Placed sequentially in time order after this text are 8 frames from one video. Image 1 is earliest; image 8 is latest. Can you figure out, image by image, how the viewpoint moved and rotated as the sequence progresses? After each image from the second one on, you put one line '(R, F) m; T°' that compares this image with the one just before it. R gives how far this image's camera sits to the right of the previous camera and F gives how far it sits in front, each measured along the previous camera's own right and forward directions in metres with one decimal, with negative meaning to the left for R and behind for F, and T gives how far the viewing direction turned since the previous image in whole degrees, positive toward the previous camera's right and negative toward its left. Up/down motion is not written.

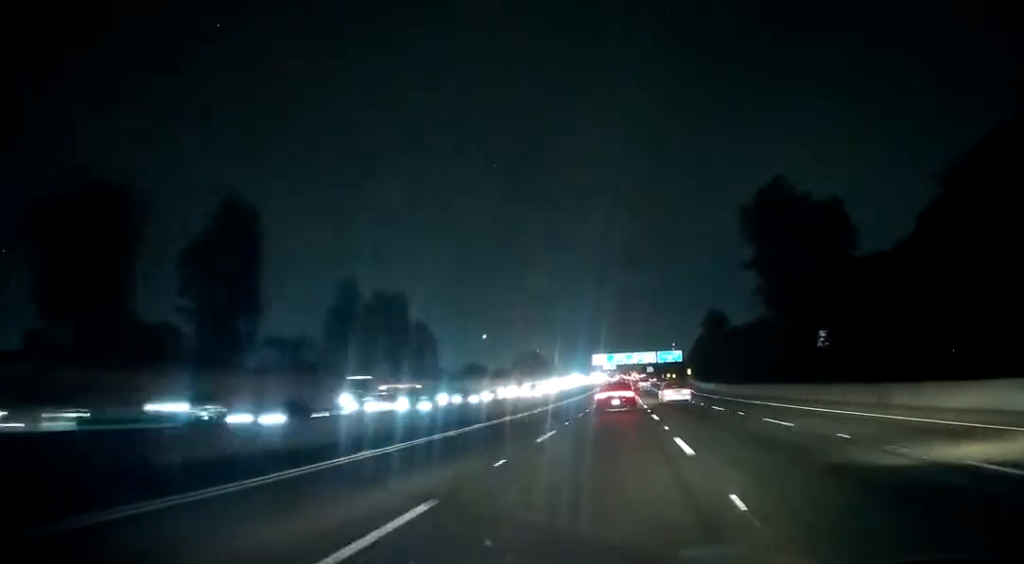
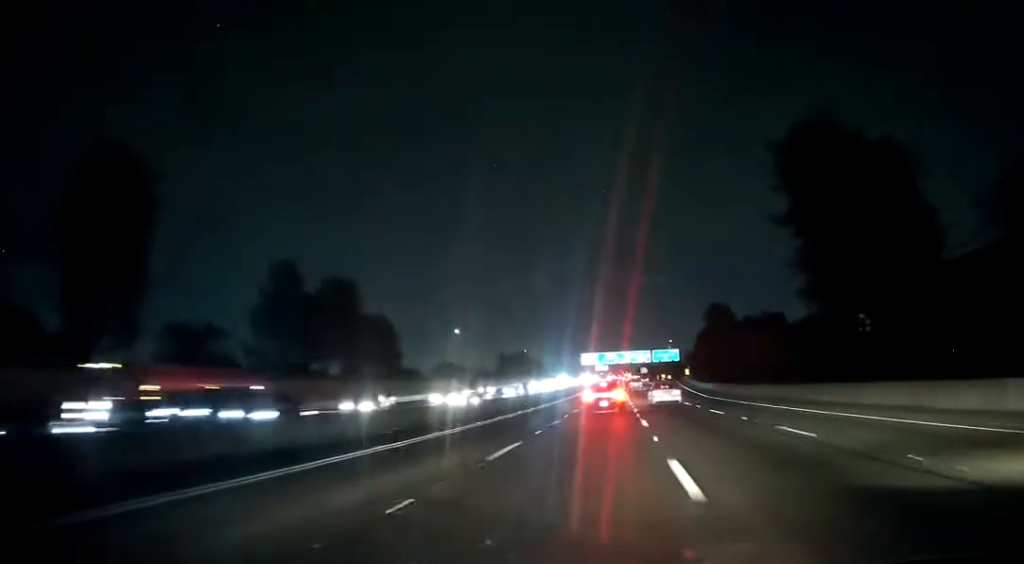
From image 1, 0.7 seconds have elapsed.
(+0.1, +19.7) m; 0°
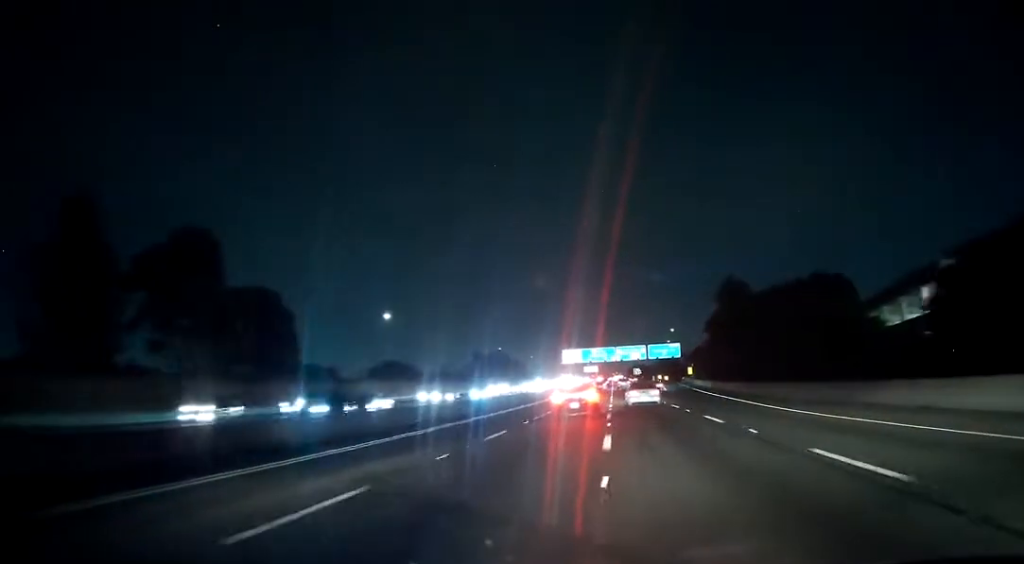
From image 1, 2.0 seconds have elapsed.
(+0.2, +36.4) m; 0°
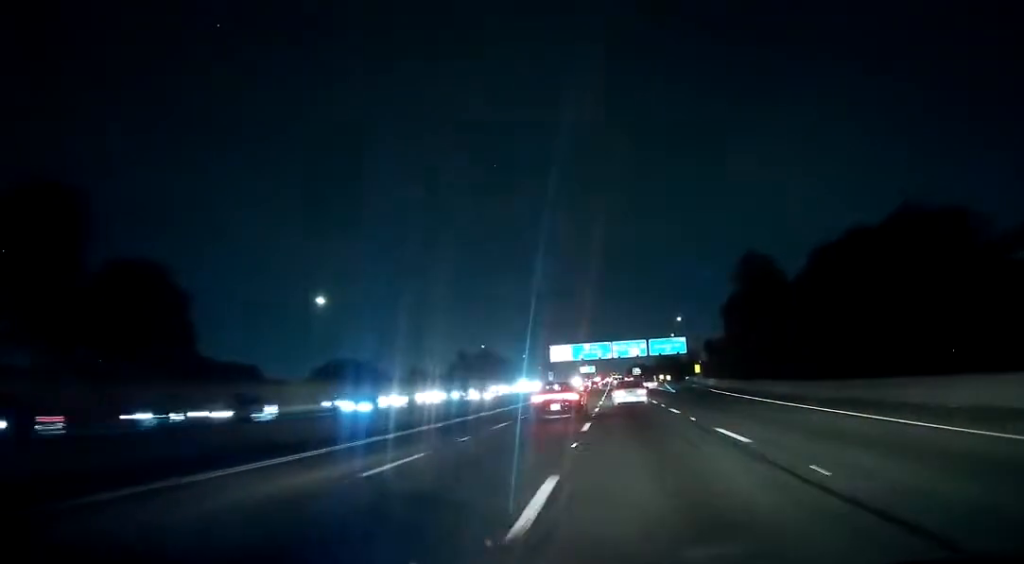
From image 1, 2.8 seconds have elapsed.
(-0.1, +22.8) m; 0°
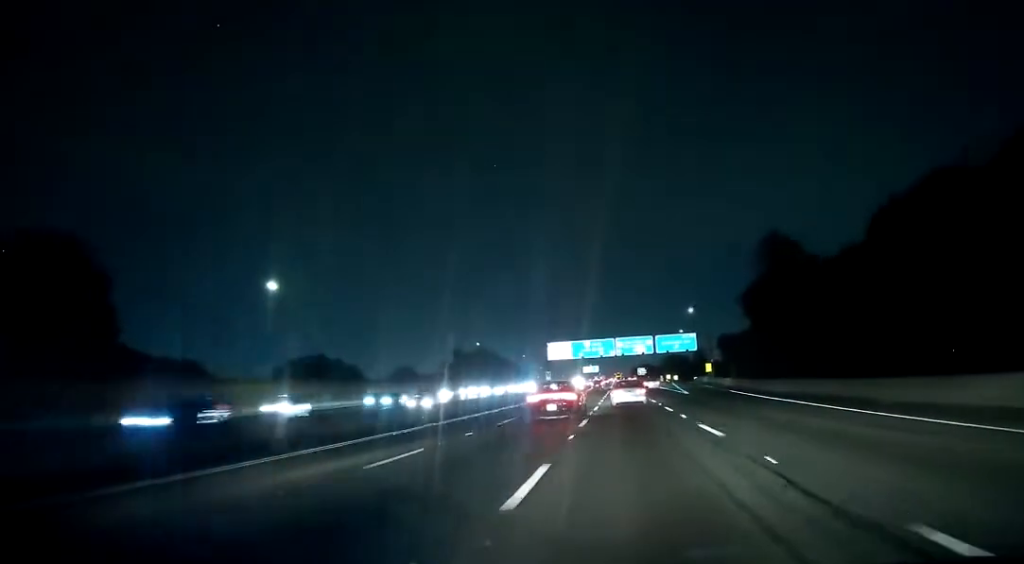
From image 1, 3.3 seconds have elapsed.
(-0.1, +12.6) m; 0°
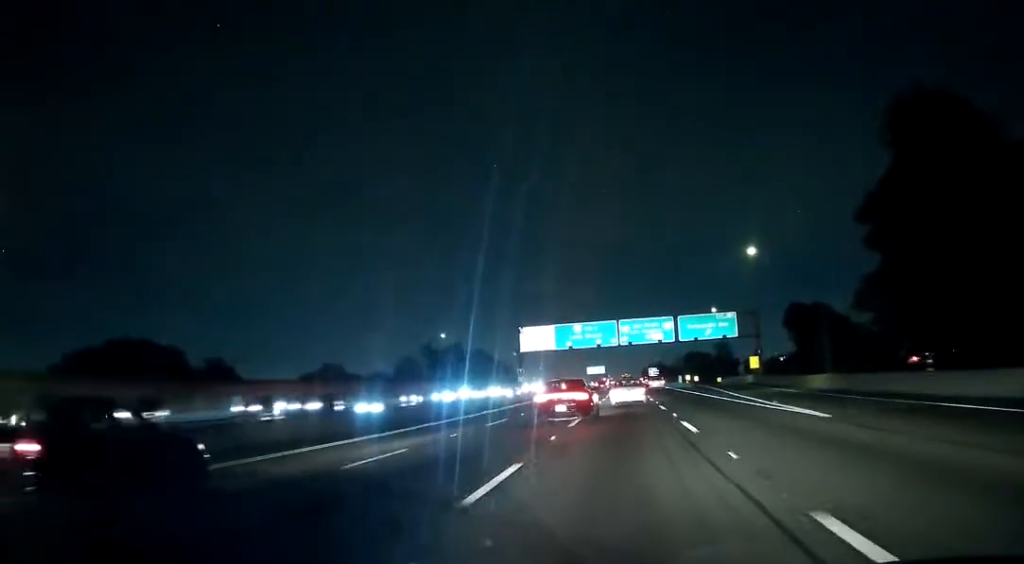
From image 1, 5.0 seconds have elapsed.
(-0.2, +43.7) m; -1°
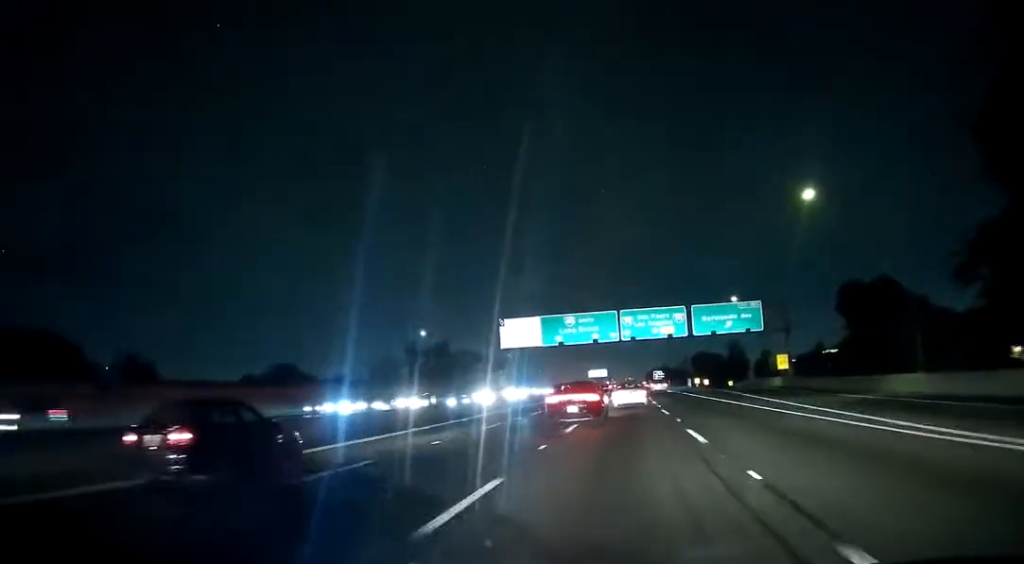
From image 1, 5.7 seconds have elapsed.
(-0.1, +16.5) m; 0°
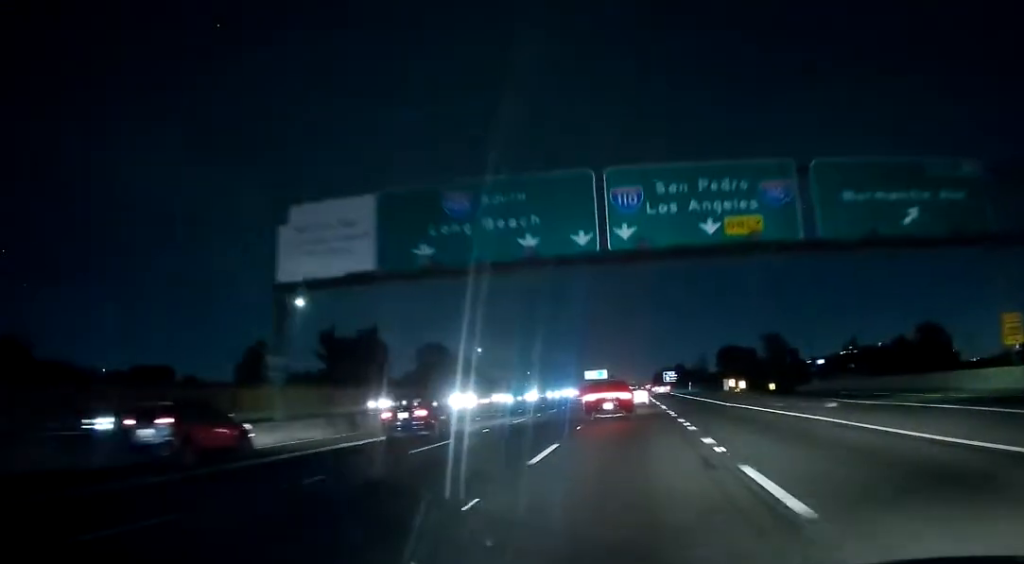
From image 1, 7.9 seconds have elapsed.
(-0.3, +52.1) m; -1°
